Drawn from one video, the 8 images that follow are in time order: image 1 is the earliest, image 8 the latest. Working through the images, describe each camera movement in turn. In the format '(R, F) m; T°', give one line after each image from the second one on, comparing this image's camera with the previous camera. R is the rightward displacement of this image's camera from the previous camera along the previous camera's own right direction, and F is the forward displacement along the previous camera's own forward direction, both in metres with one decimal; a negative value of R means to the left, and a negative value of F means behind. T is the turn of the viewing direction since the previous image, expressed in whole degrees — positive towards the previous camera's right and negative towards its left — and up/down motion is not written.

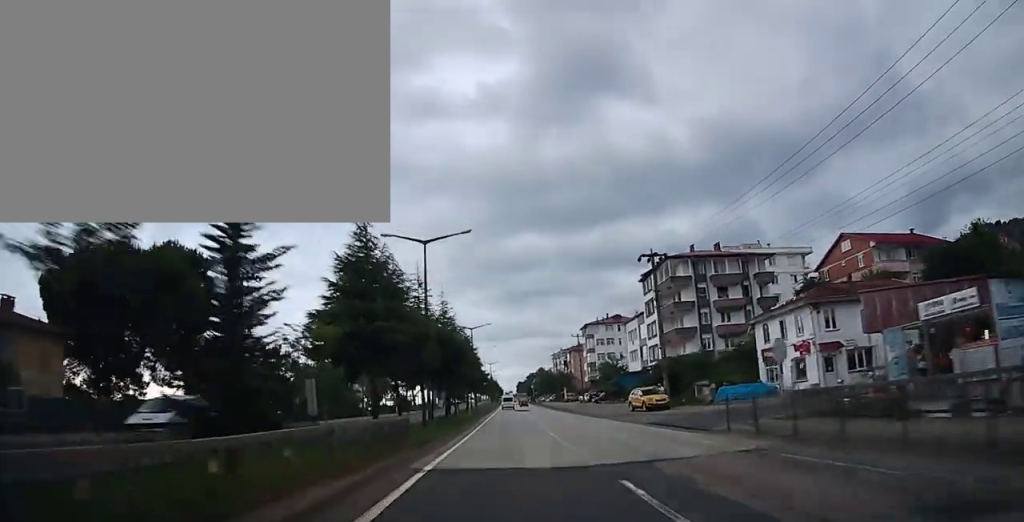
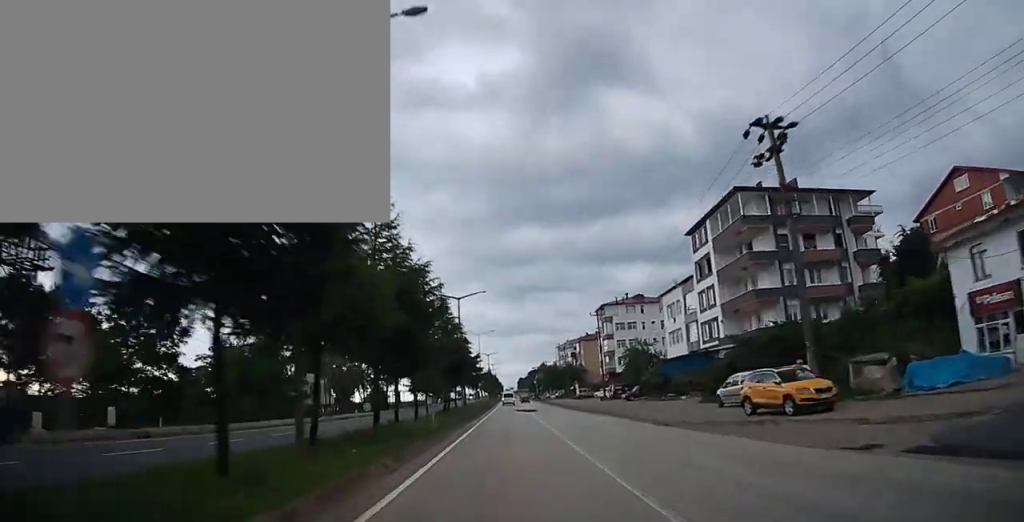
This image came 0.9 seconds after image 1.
(0.0, +20.6) m; 0°
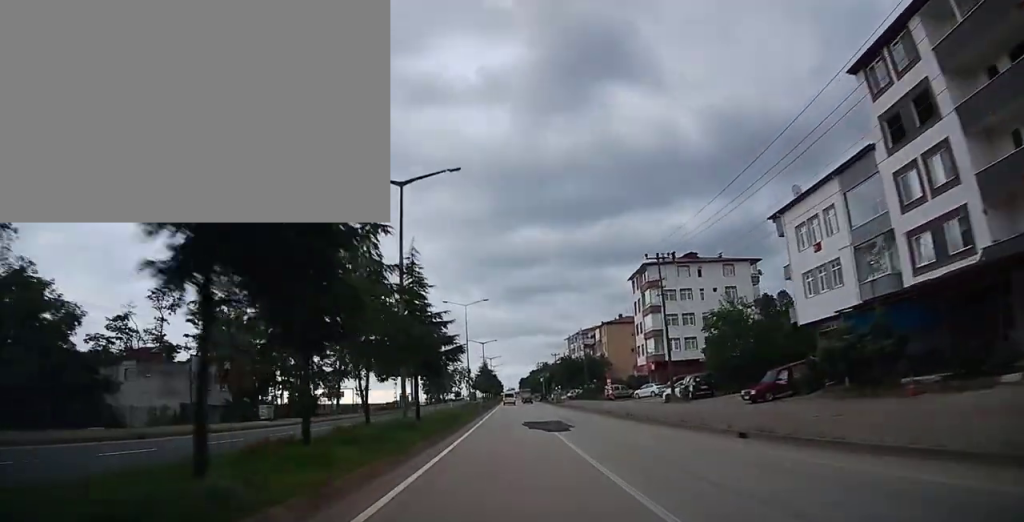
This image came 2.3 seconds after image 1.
(-0.1, +30.4) m; -1°
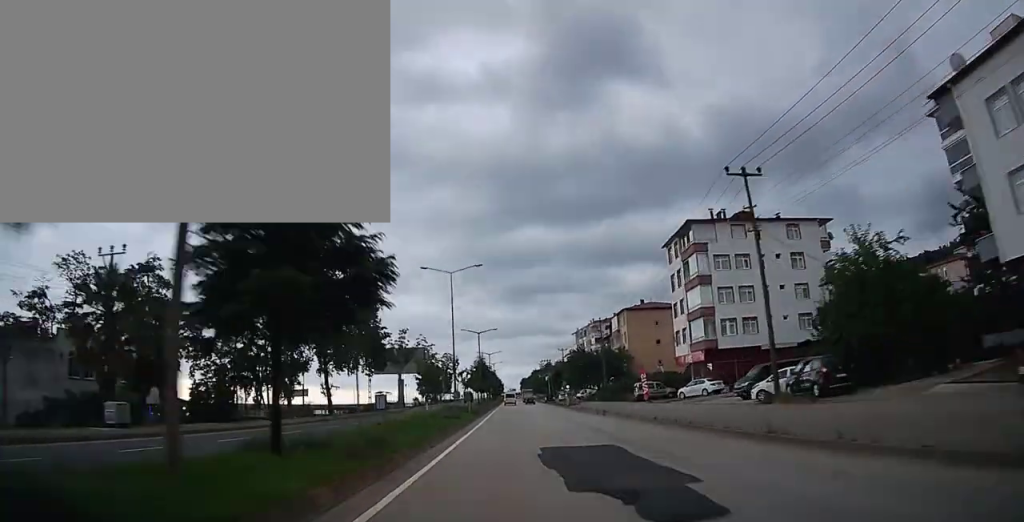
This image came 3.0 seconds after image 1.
(-0.1, +16.3) m; 0°
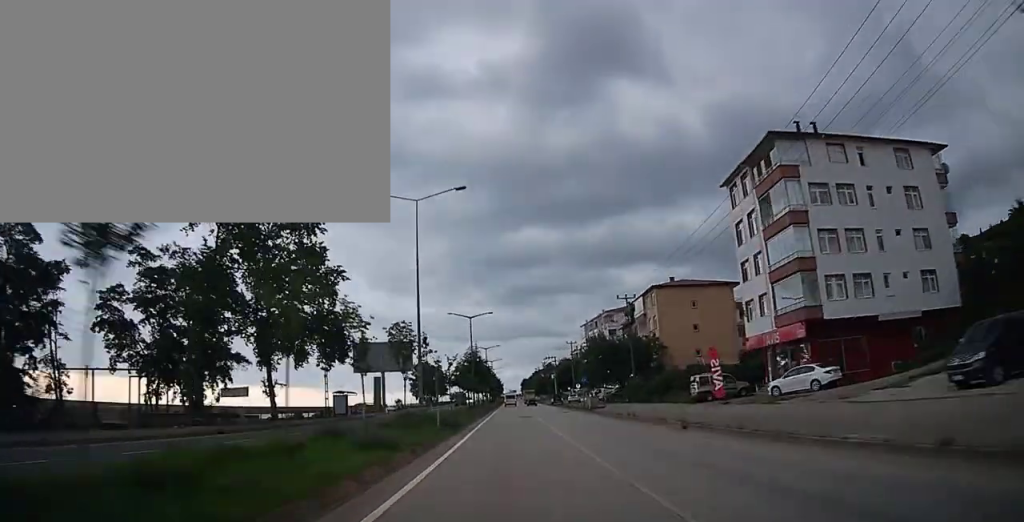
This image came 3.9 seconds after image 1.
(0.0, +18.6) m; 0°
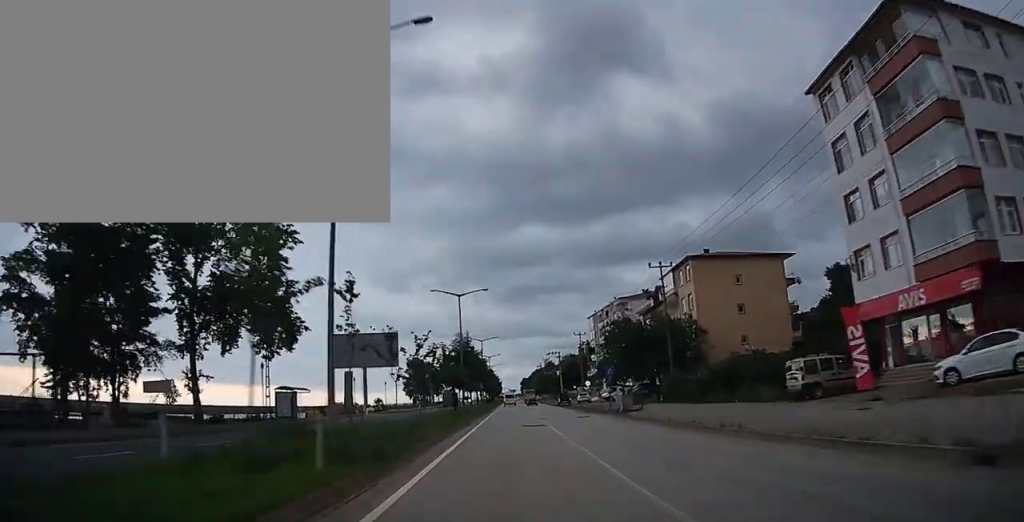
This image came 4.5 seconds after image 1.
(+0.1, +14.1) m; 0°
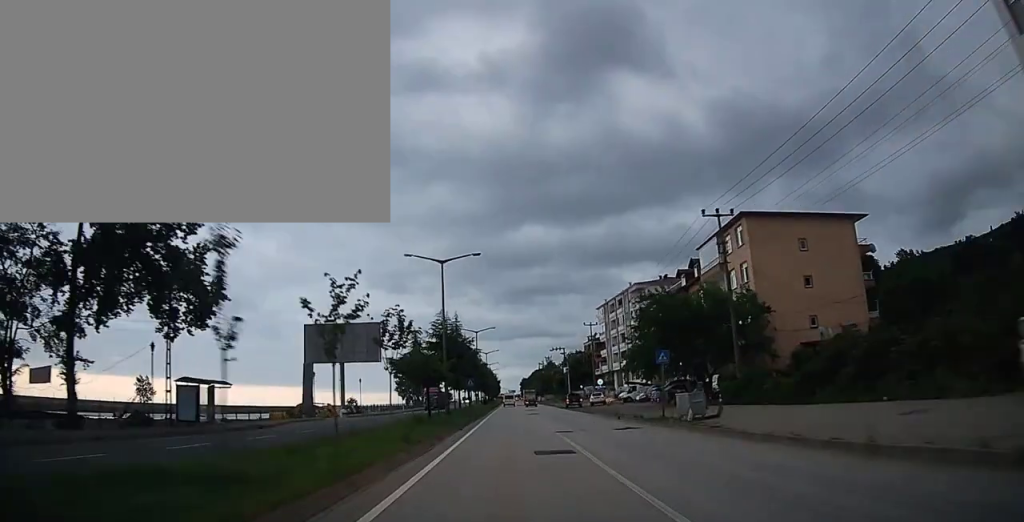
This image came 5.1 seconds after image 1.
(-0.1, +12.7) m; 0°
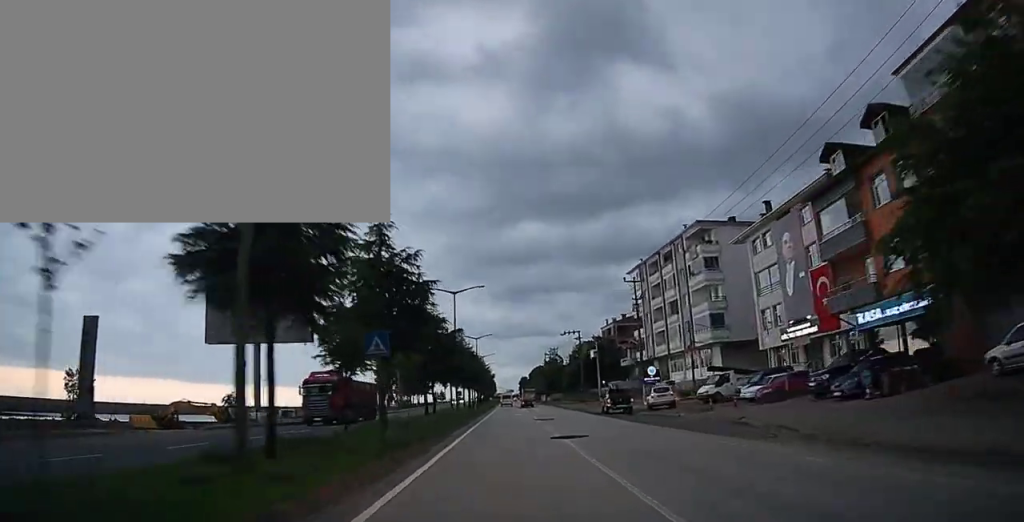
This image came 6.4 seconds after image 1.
(-0.1, +30.8) m; 0°
